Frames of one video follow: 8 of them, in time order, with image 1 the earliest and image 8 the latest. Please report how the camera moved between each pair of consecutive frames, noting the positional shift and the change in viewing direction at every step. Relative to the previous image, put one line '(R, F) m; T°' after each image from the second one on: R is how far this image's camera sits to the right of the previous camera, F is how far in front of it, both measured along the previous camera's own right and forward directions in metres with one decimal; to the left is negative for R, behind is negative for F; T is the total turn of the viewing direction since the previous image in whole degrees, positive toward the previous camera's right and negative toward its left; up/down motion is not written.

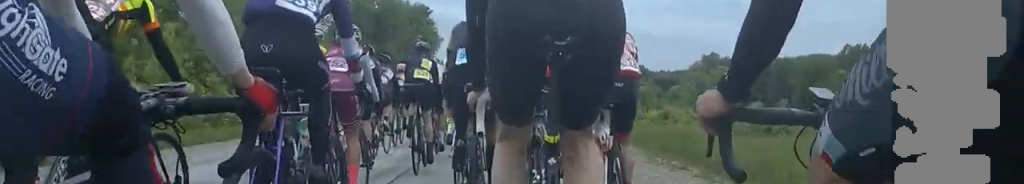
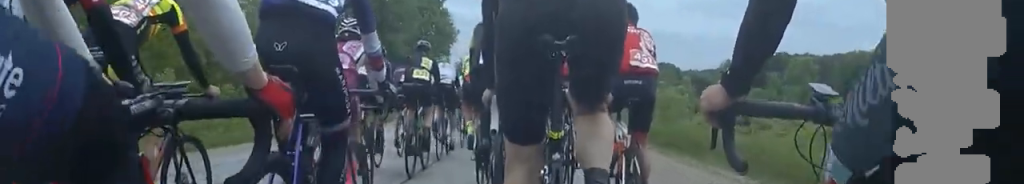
(+0.3, +12.0) m; +2°
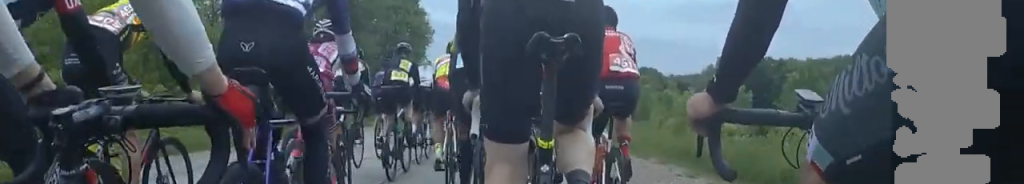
(+0.2, +4.9) m; 0°
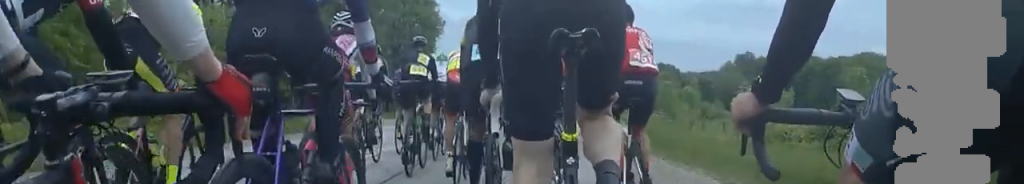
(-0.2, +5.0) m; -1°
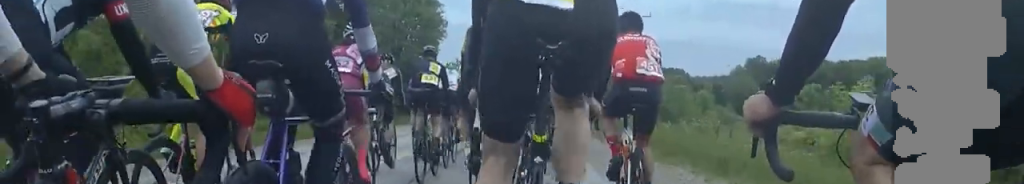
(-0.1, +4.5) m; -1°
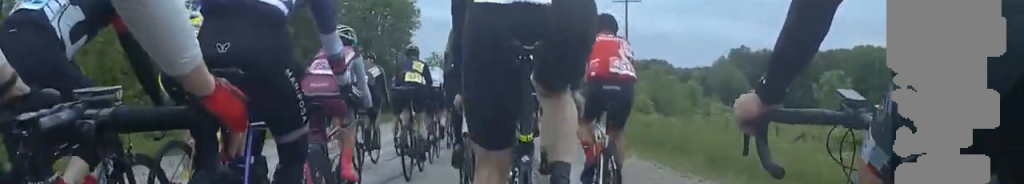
(0.0, +5.6) m; 0°
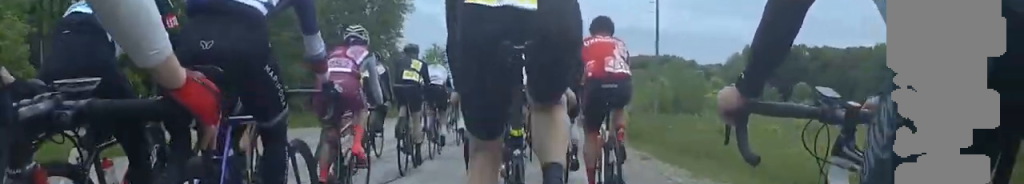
(0.0, +10.1) m; +2°
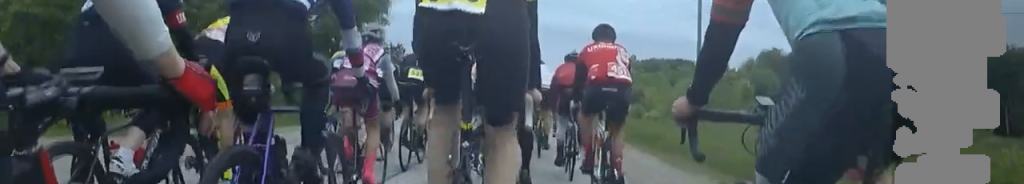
(+0.3, +9.9) m; 0°
